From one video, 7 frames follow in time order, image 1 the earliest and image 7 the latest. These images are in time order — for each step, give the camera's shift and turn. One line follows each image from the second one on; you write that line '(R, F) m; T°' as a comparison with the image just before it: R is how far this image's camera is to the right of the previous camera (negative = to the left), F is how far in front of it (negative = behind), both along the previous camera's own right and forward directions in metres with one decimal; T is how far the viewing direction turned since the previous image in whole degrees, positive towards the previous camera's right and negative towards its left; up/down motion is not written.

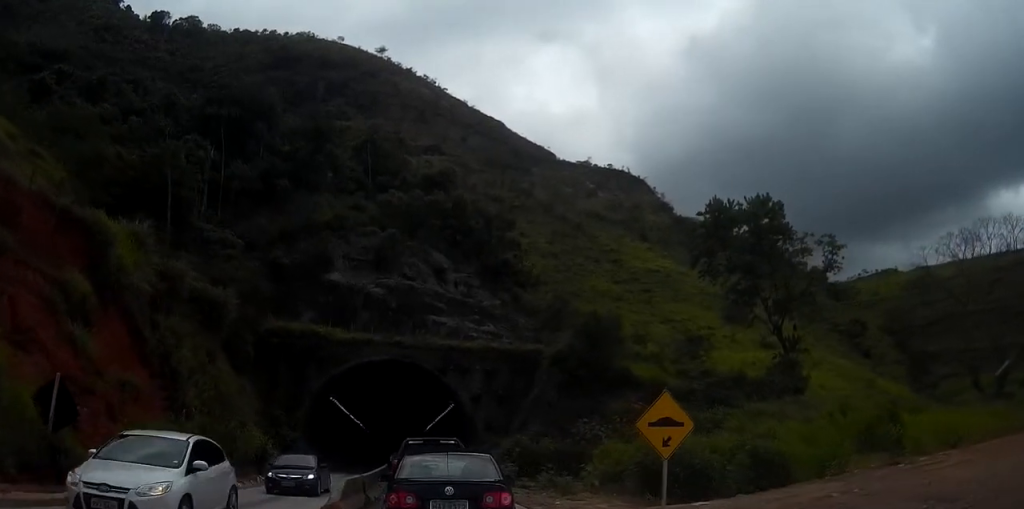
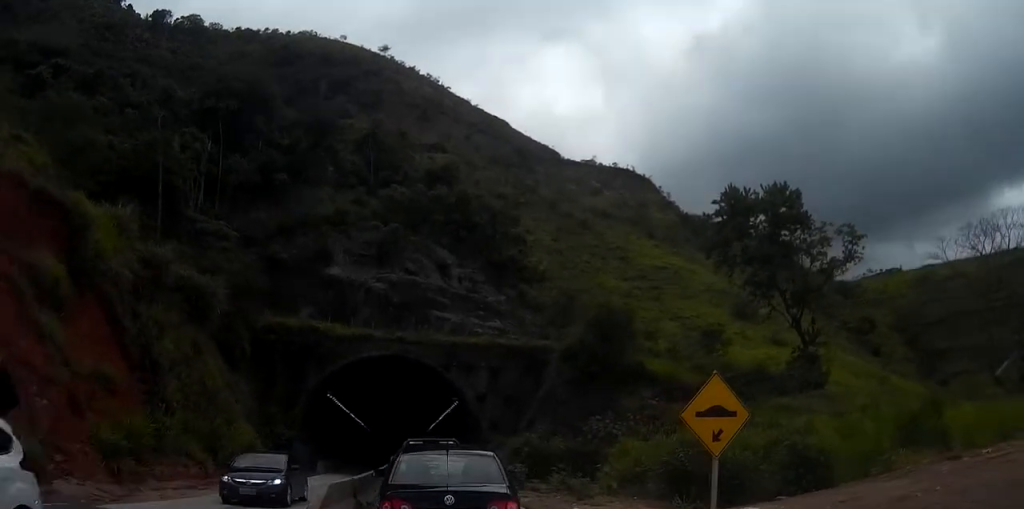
(0.0, +2.7) m; +1°
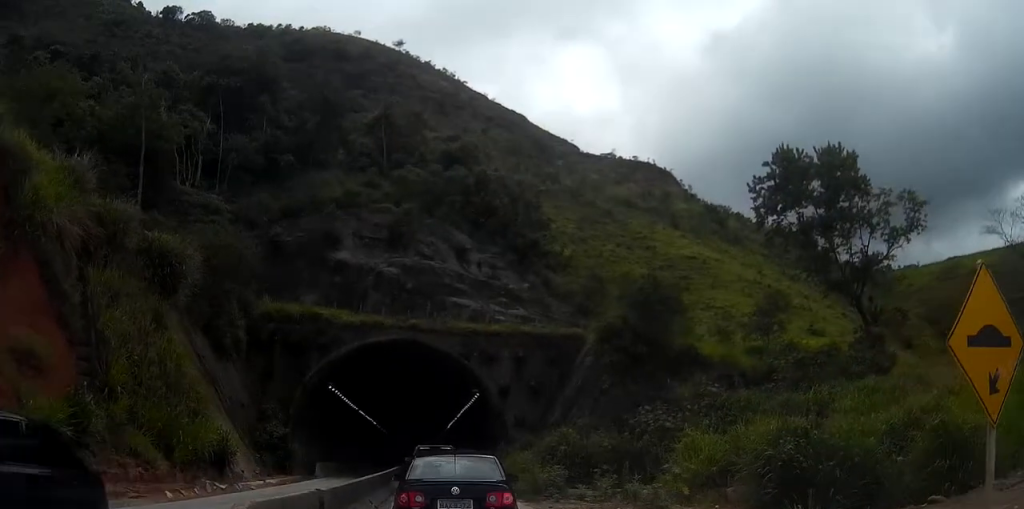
(+0.2, +7.0) m; +2°
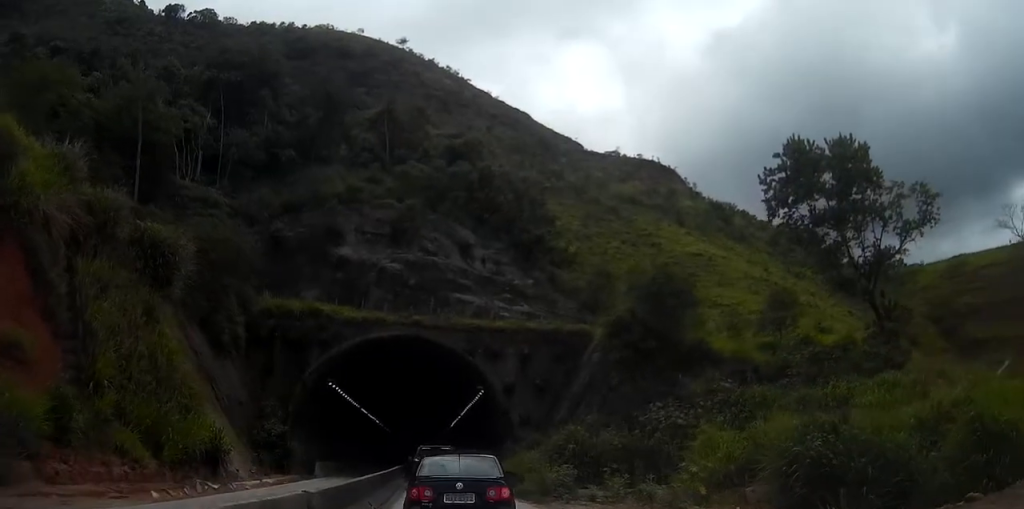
(0.0, +1.4) m; 0°
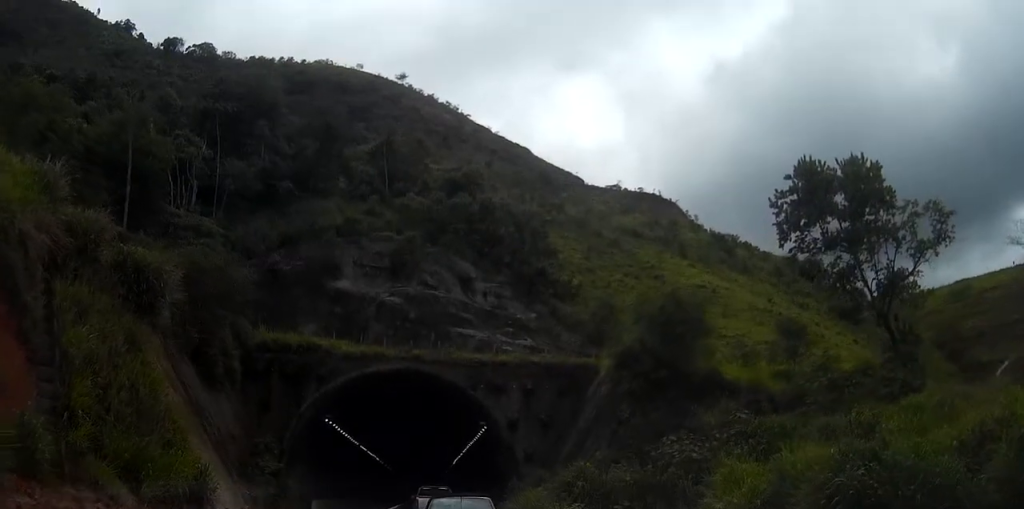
(0.0, +2.0) m; 0°
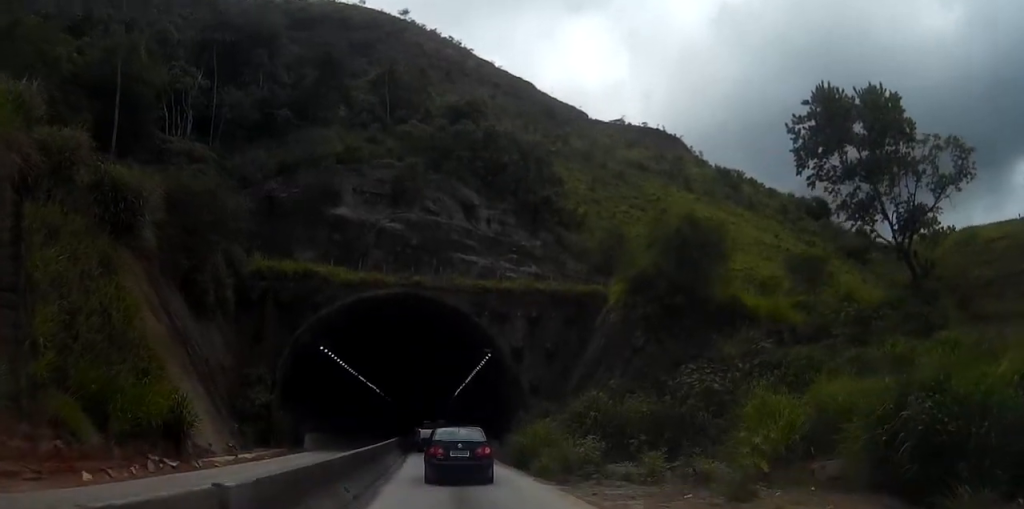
(0.0, +2.3) m; 0°
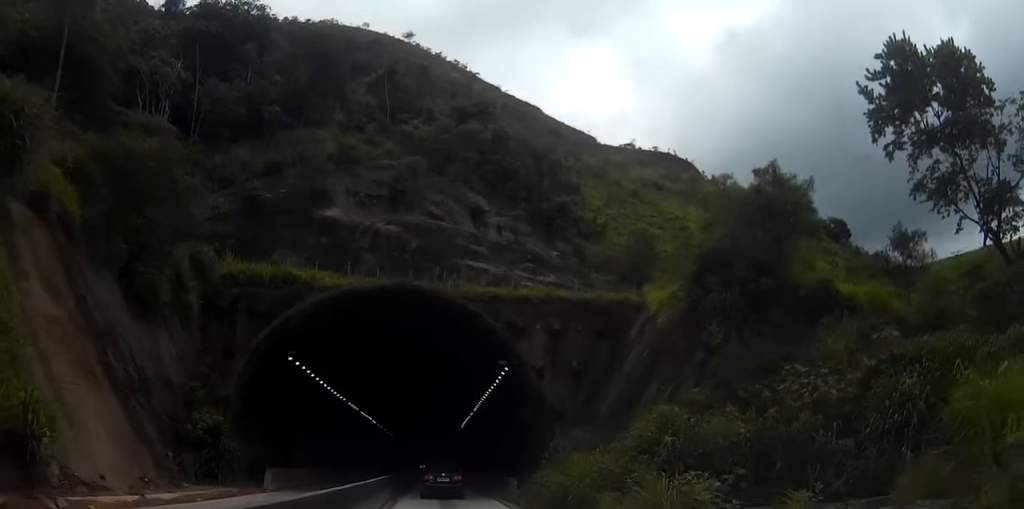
(-0.1, +8.0) m; -3°
